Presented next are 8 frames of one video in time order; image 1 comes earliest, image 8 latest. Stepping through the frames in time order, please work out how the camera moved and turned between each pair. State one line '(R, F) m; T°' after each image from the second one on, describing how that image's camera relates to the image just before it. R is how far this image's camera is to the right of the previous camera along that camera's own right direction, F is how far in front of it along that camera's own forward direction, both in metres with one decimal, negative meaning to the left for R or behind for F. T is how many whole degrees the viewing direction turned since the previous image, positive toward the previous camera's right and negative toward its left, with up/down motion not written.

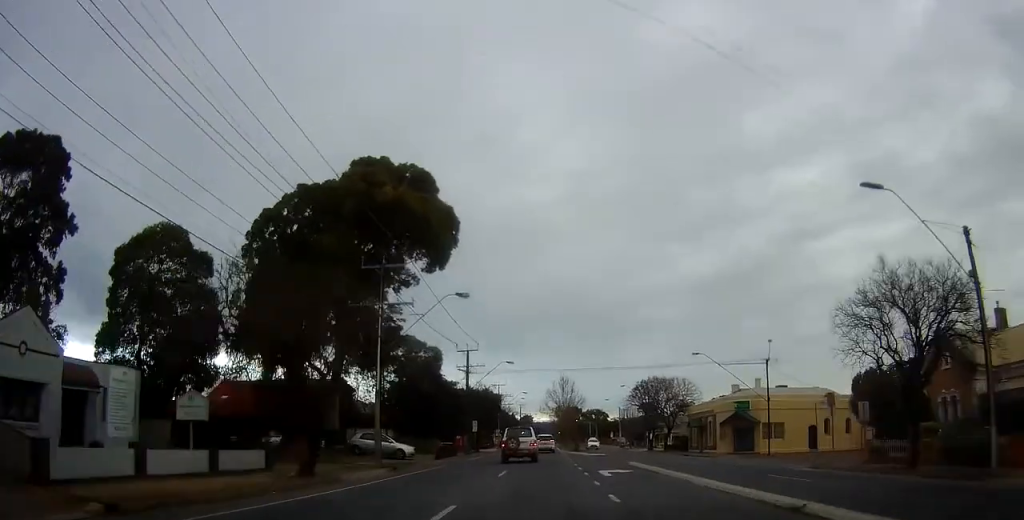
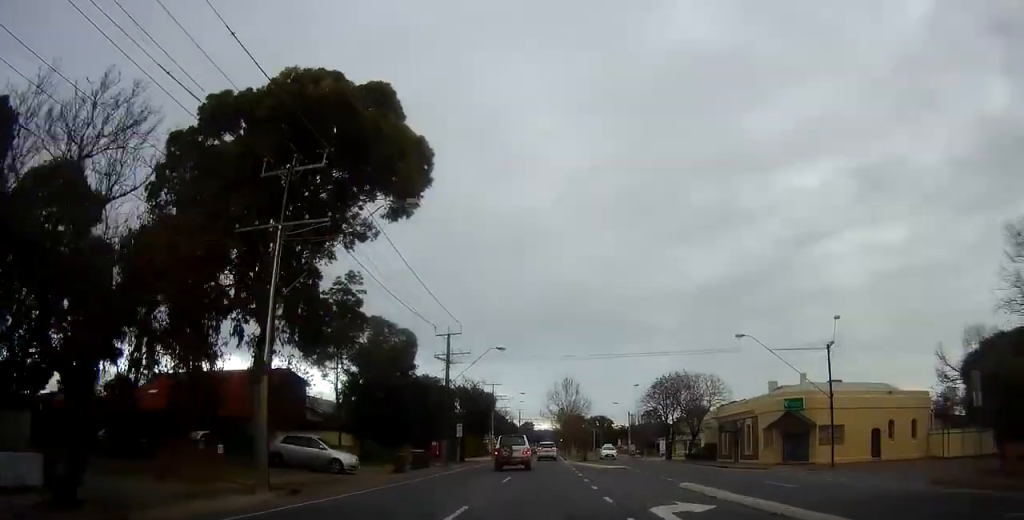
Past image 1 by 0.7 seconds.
(-0.2, +10.9) m; 0°
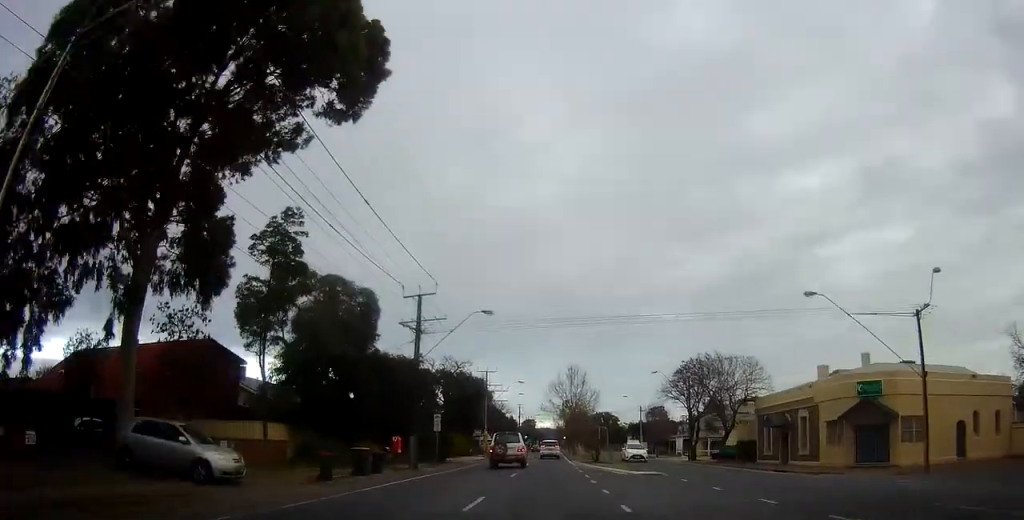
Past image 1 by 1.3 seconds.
(-0.2, +10.3) m; +1°
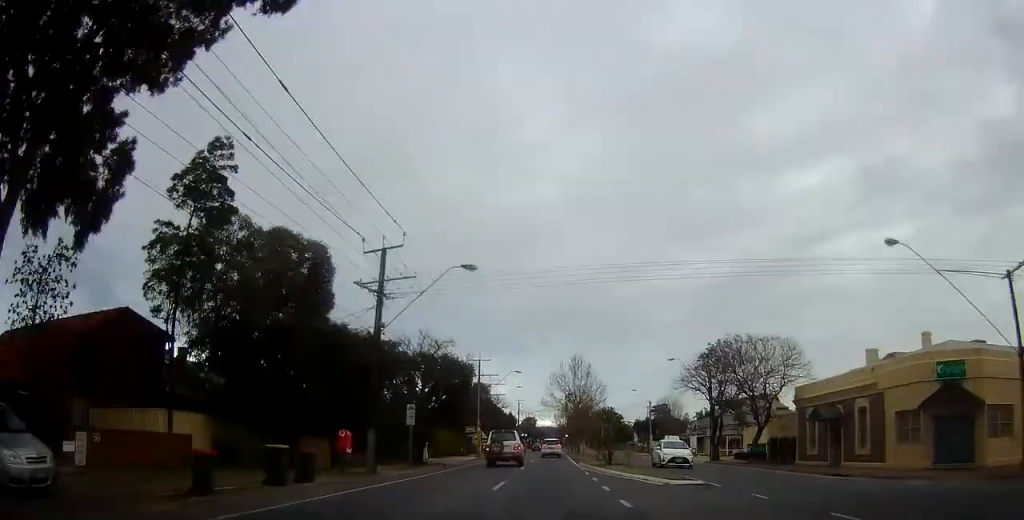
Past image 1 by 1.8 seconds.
(+0.4, +7.5) m; 0°
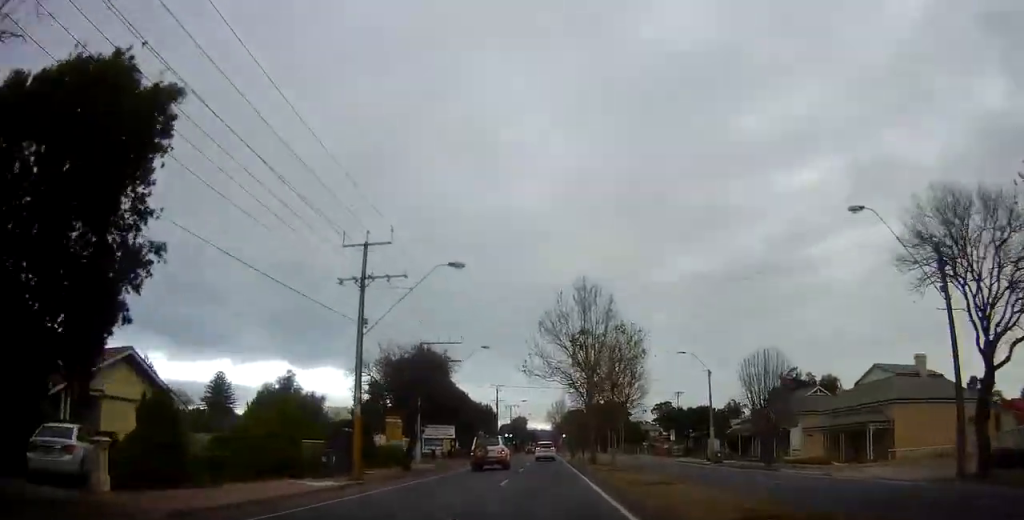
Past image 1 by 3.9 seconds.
(-0.5, +33.5) m; +1°
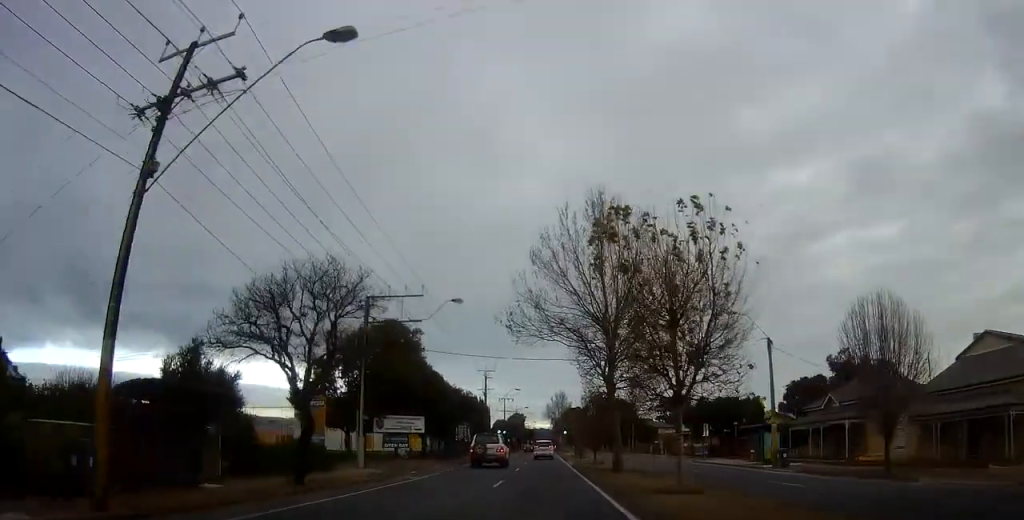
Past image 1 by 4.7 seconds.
(+0.3, +13.9) m; 0°
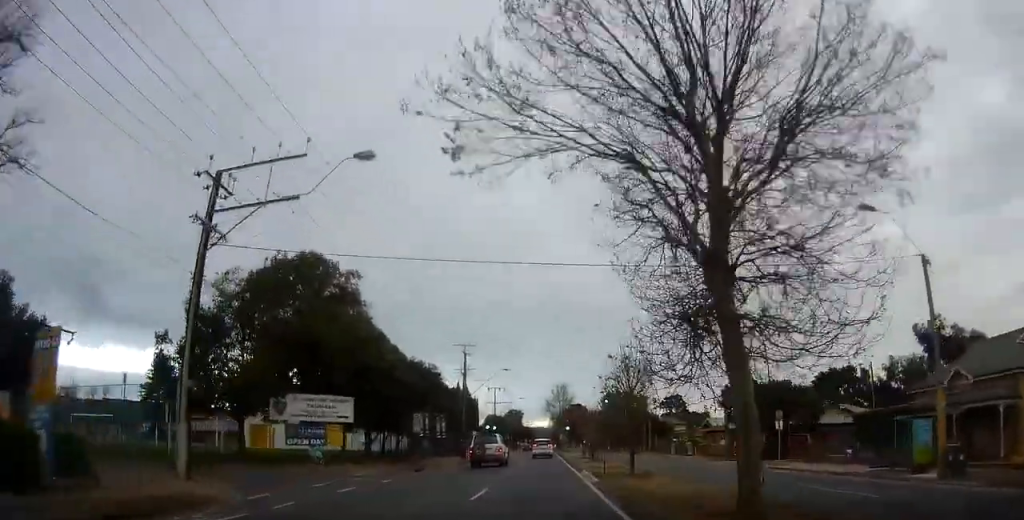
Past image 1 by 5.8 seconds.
(-0.3, +16.5) m; -3°
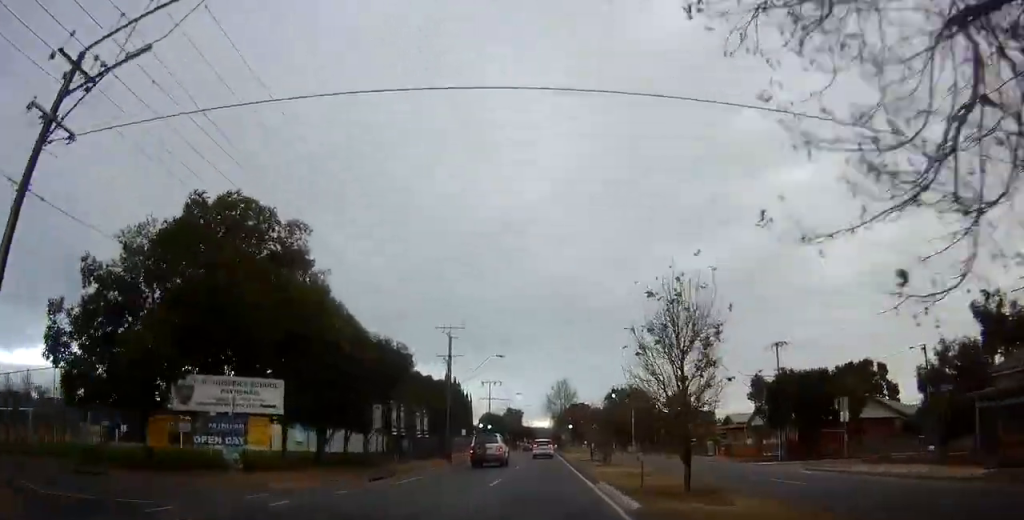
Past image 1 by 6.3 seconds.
(-0.2, +8.0) m; -1°
